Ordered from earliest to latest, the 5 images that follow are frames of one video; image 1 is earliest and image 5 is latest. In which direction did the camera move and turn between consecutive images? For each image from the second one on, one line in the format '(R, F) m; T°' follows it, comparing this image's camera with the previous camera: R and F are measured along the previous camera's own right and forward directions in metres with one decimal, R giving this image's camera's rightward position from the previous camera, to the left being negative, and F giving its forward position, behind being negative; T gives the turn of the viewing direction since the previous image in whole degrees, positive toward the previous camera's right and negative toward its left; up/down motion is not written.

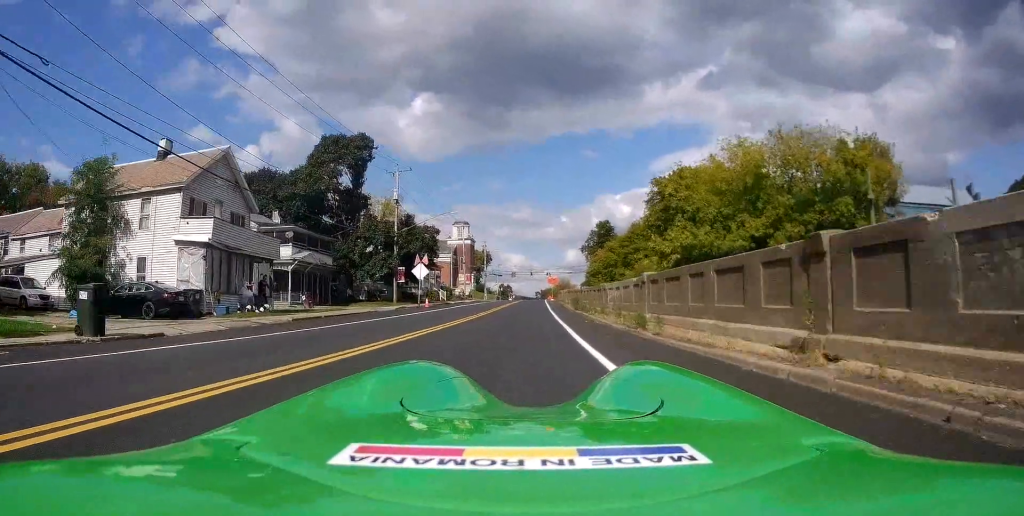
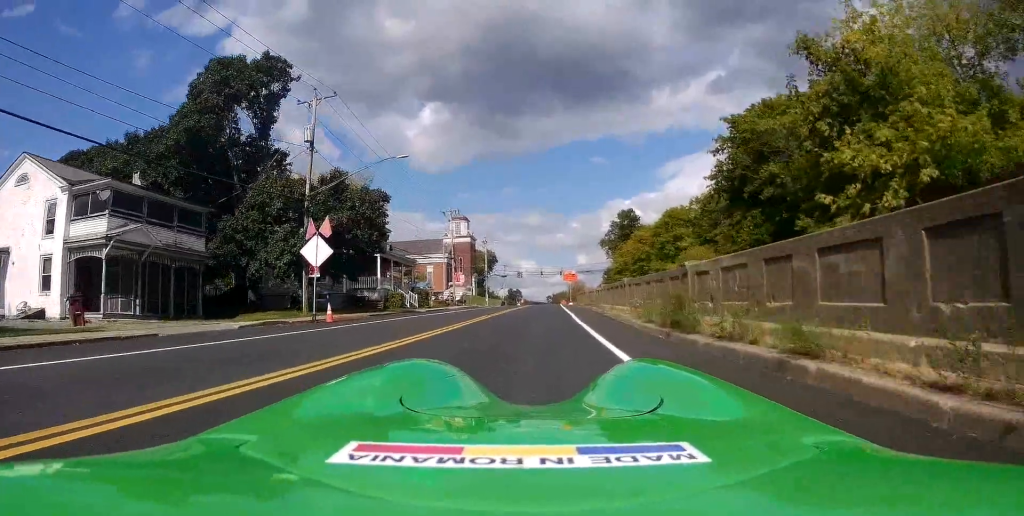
(-0.7, +22.5) m; -3°
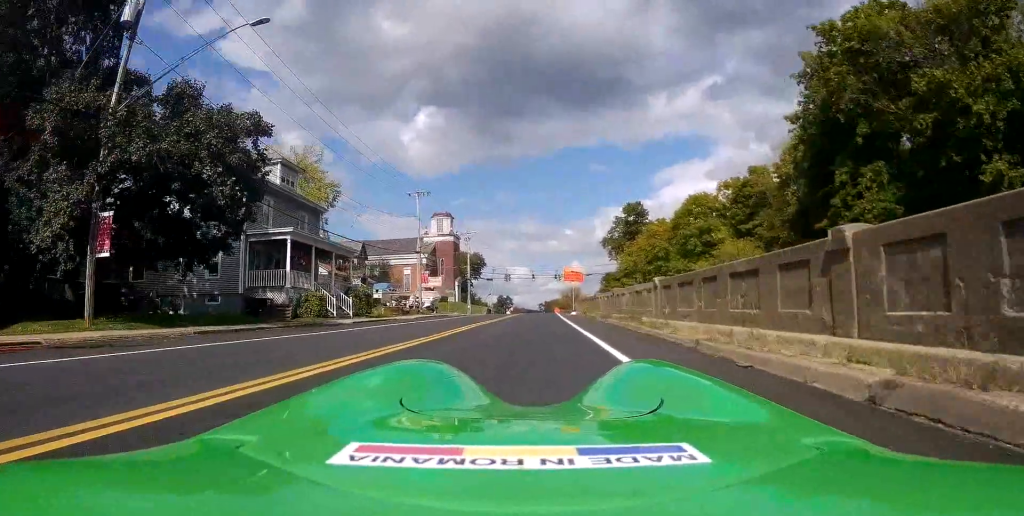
(0.0, +15.7) m; 0°
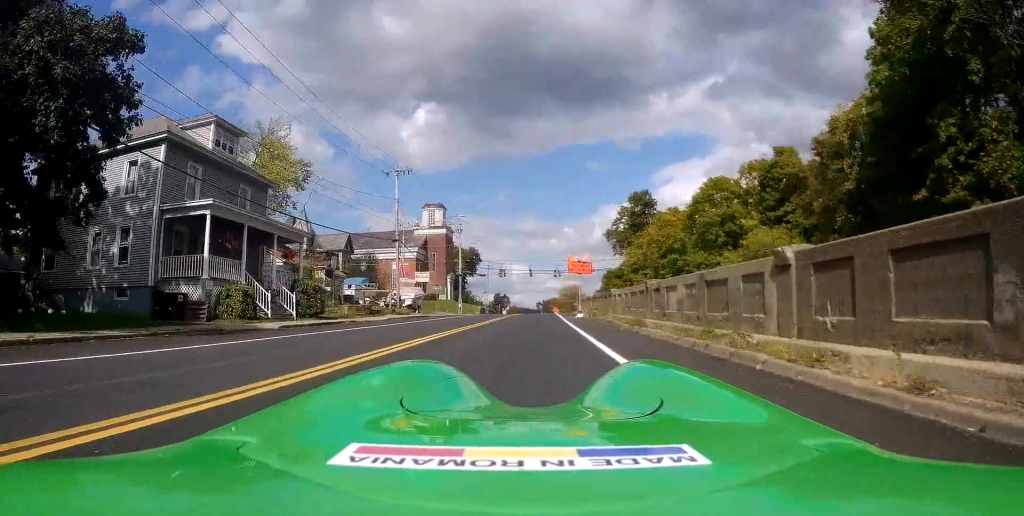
(0.0, +8.4) m; 0°
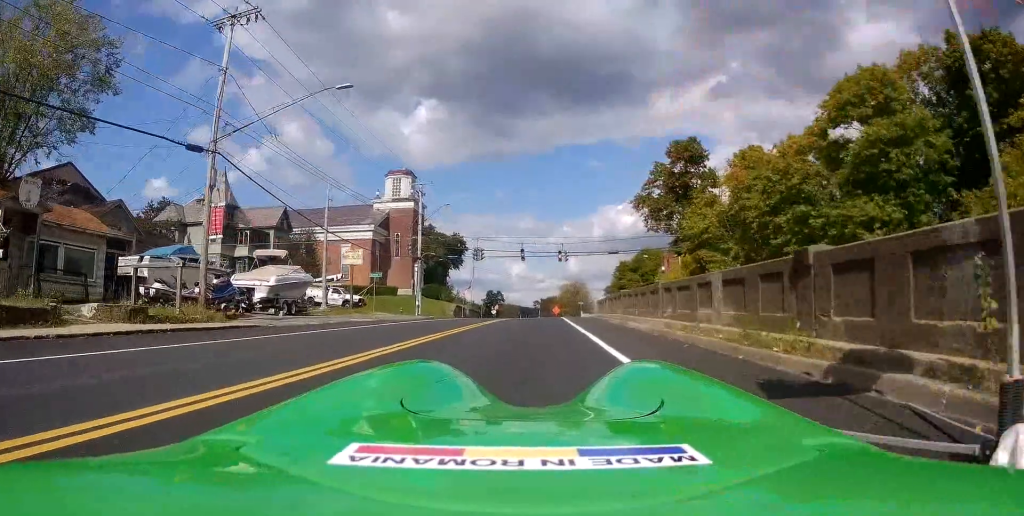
(+0.8, +28.9) m; +3°
